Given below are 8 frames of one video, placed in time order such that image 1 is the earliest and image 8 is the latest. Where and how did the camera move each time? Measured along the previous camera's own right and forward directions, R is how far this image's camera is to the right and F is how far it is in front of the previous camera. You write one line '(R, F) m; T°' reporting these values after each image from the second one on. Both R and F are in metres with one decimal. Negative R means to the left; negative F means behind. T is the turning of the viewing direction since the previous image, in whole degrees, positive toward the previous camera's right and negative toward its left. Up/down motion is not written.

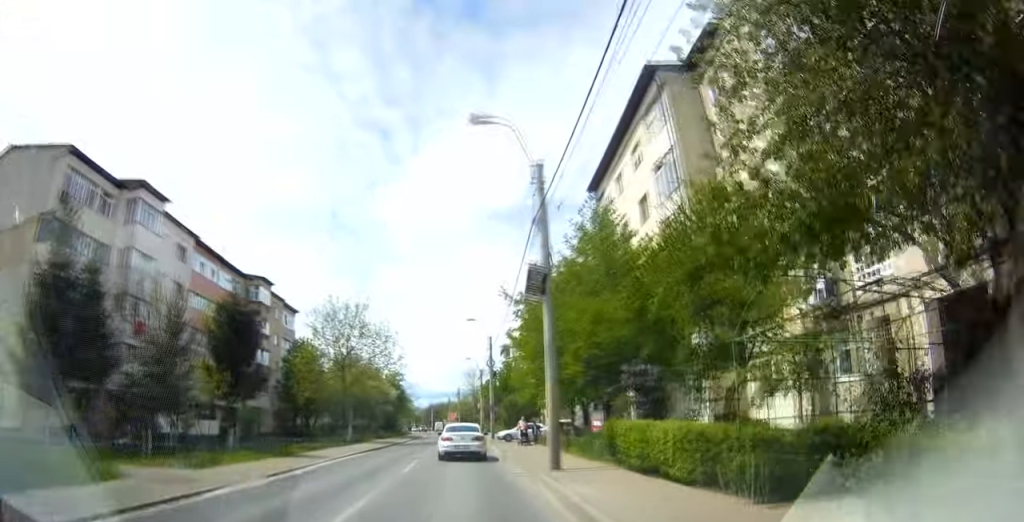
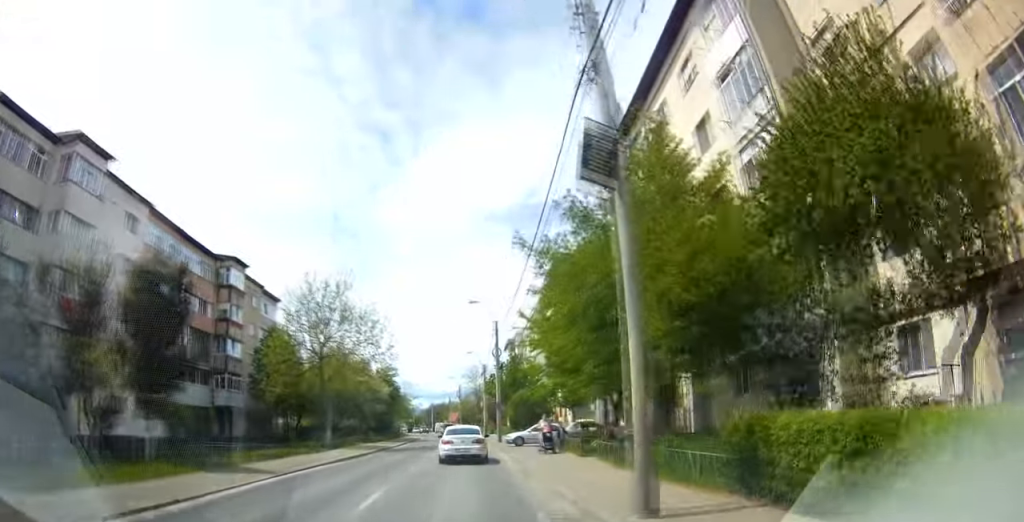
(0.0, +6.9) m; 0°
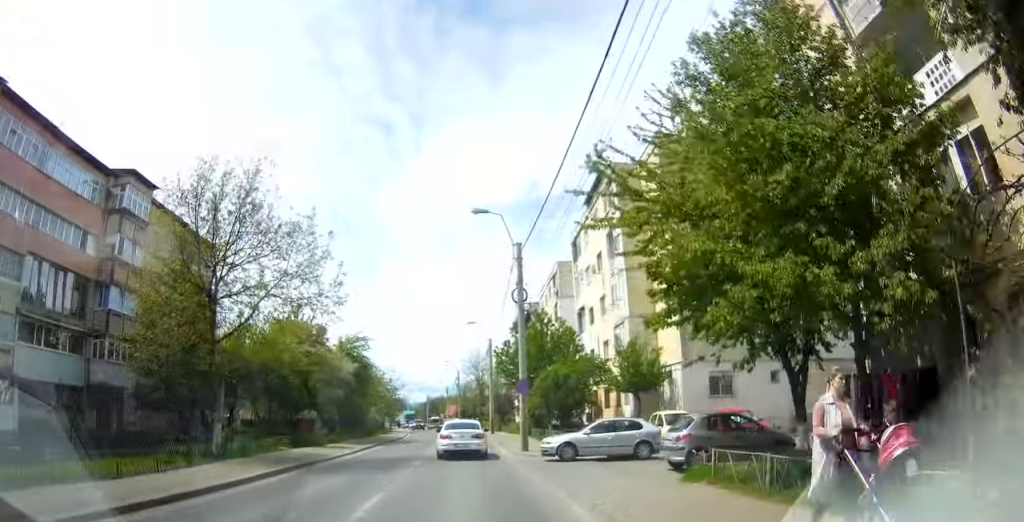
(0.0, +20.4) m; 0°
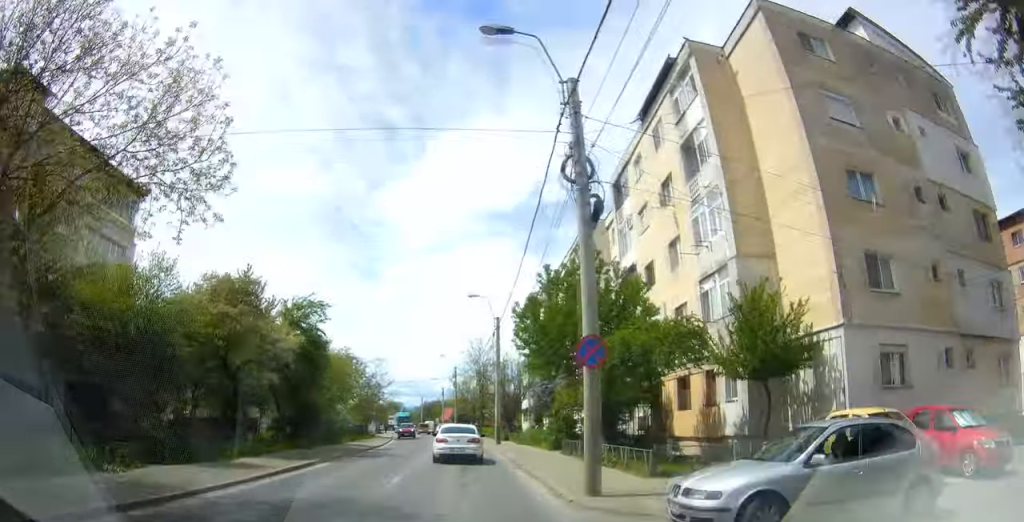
(0.0, +16.1) m; +1°
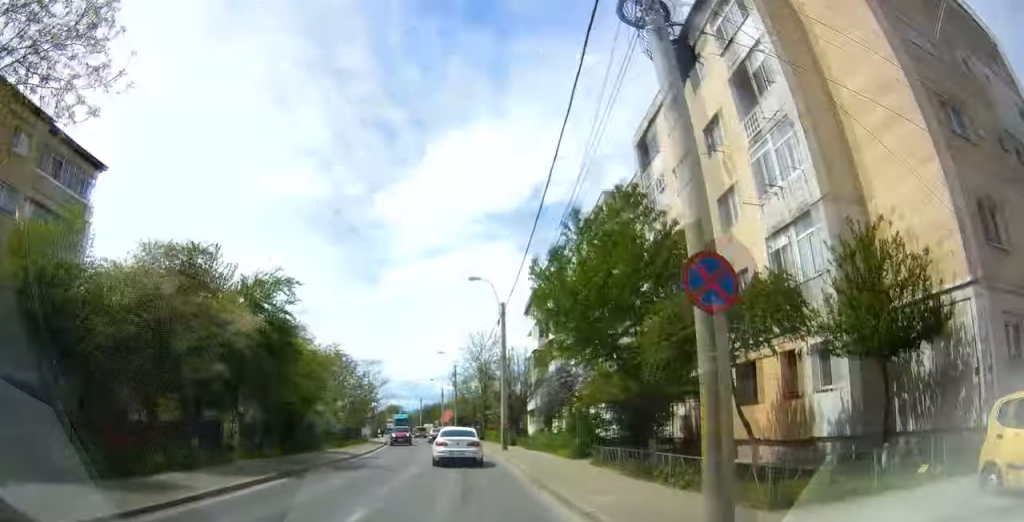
(-0.1, +6.2) m; +1°
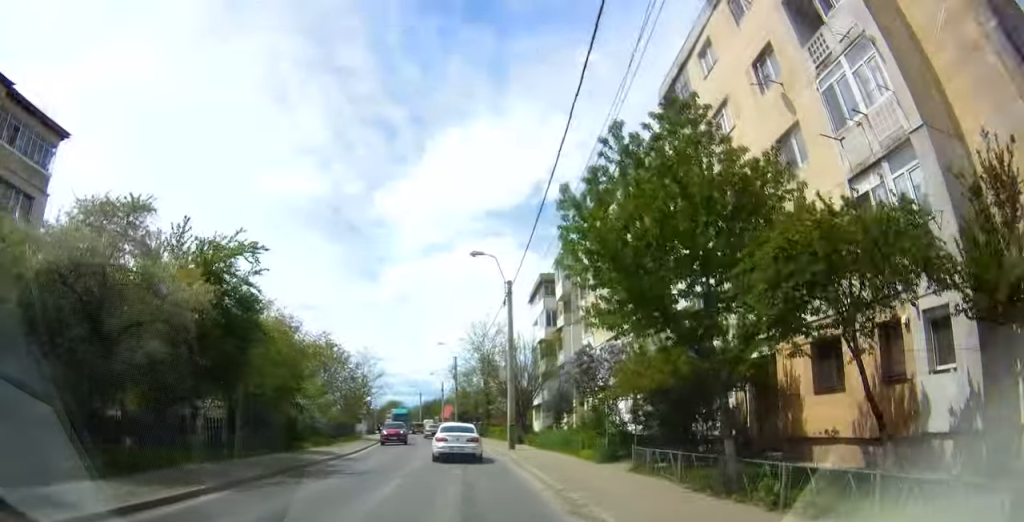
(+0.2, +4.4) m; +1°
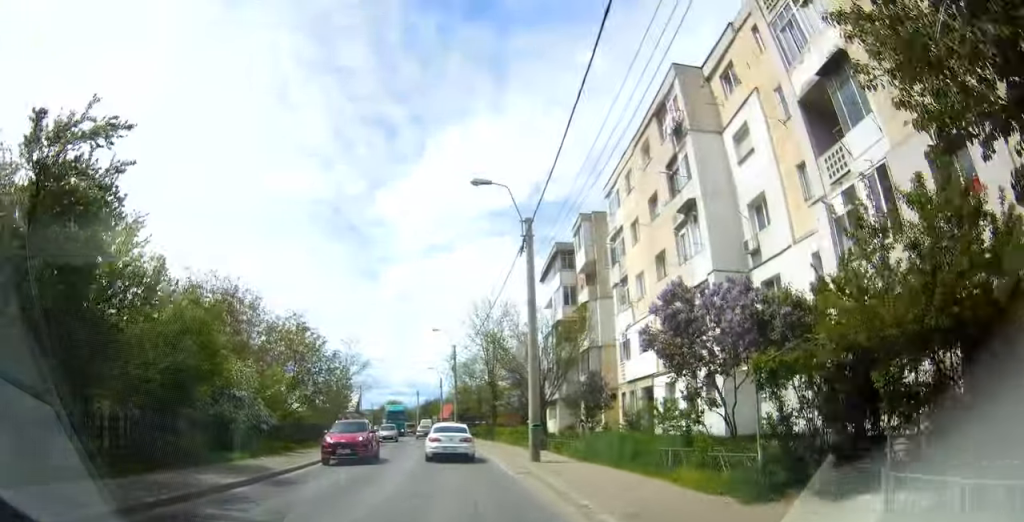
(+0.2, +9.6) m; +1°
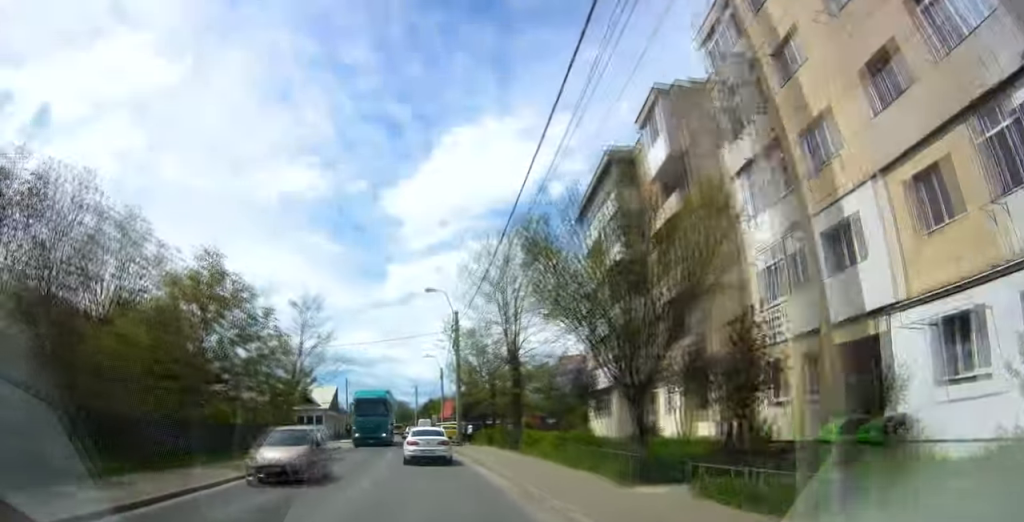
(-0.6, +16.7) m; -4°
